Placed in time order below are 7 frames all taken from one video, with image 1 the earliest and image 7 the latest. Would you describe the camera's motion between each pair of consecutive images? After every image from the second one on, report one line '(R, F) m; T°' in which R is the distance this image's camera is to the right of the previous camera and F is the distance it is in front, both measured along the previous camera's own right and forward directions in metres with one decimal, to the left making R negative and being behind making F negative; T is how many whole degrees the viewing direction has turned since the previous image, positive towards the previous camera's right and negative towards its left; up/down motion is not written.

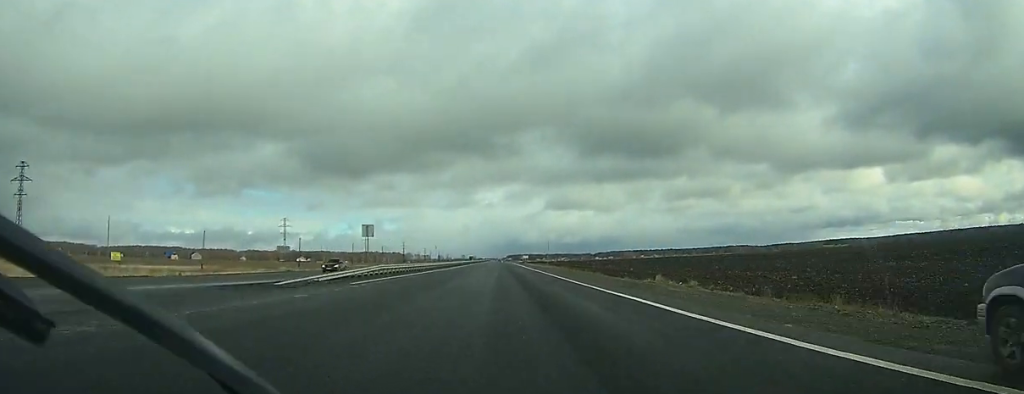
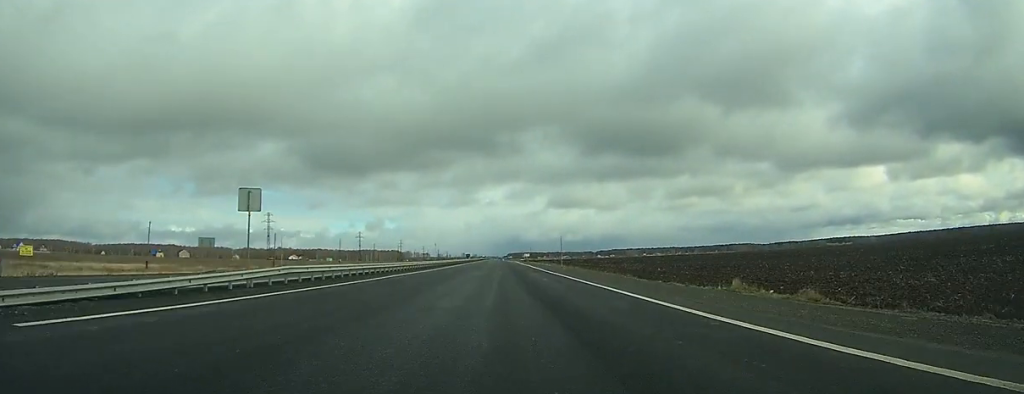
(0.0, +23.5) m; 0°
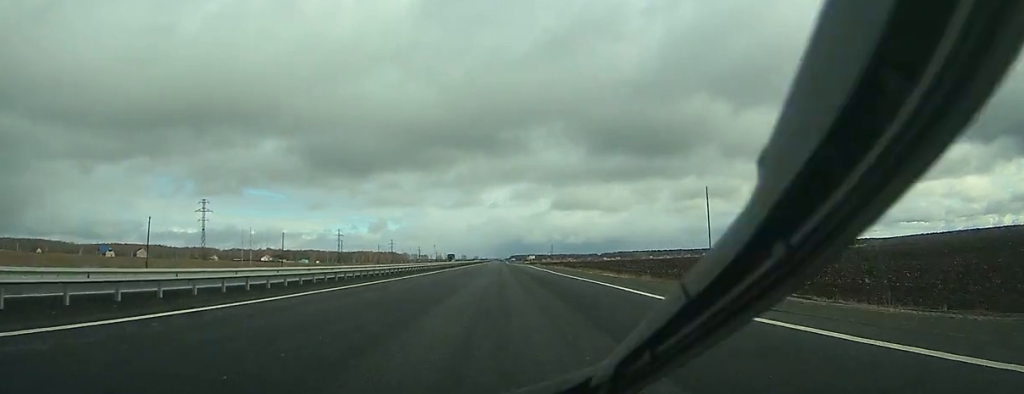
(-0.7, +67.5) m; -1°
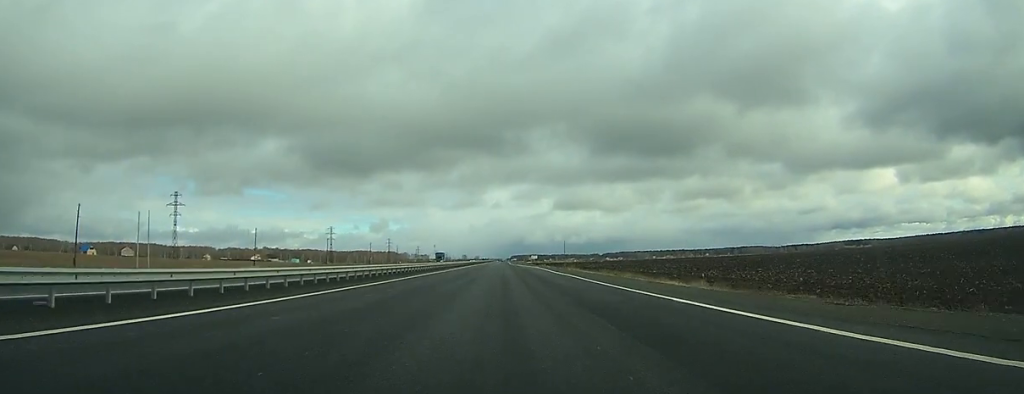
(-0.2, +20.7) m; 0°
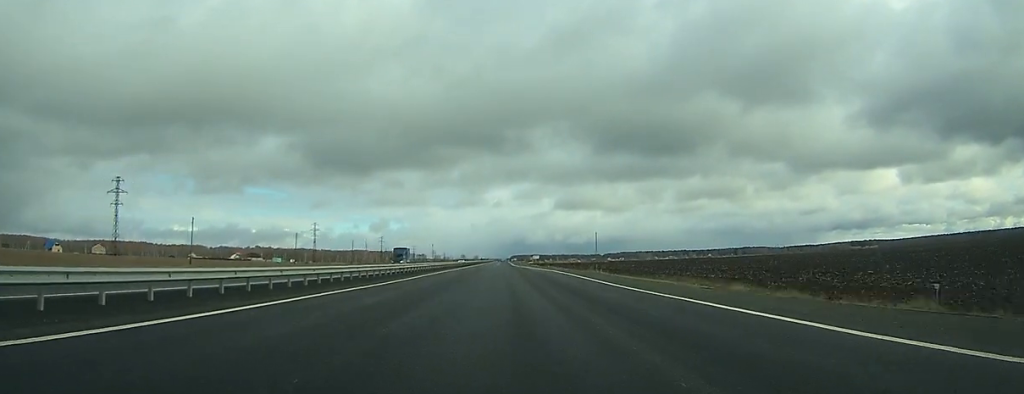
(-0.1, +31.9) m; 0°
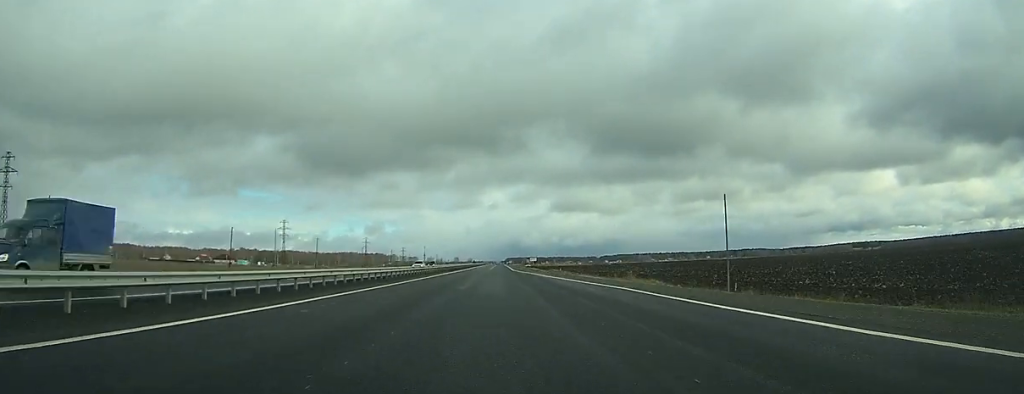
(0.0, +39.6) m; 0°
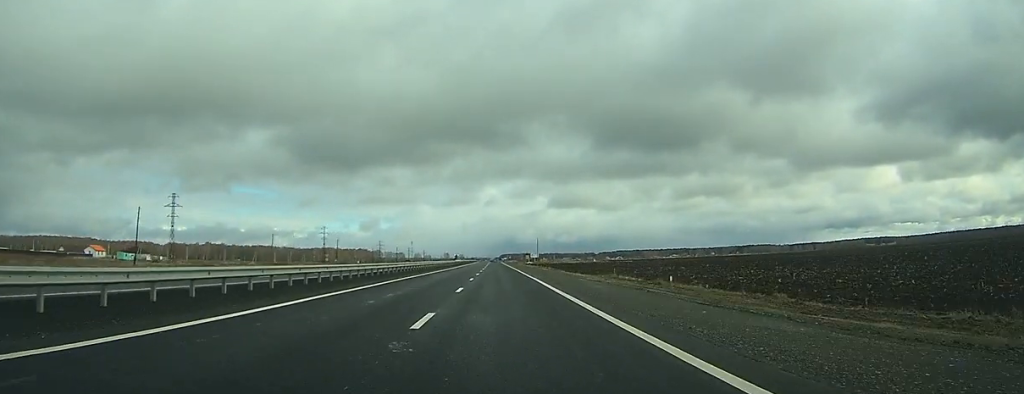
(+0.4, +102.0) m; 0°
